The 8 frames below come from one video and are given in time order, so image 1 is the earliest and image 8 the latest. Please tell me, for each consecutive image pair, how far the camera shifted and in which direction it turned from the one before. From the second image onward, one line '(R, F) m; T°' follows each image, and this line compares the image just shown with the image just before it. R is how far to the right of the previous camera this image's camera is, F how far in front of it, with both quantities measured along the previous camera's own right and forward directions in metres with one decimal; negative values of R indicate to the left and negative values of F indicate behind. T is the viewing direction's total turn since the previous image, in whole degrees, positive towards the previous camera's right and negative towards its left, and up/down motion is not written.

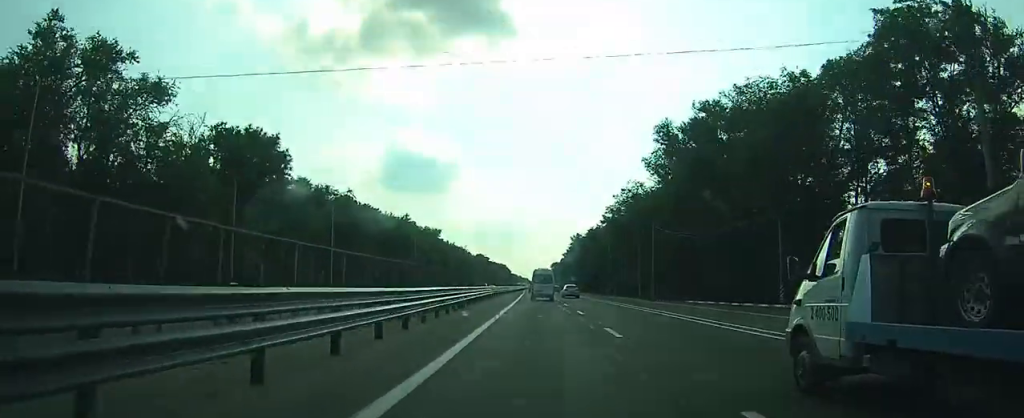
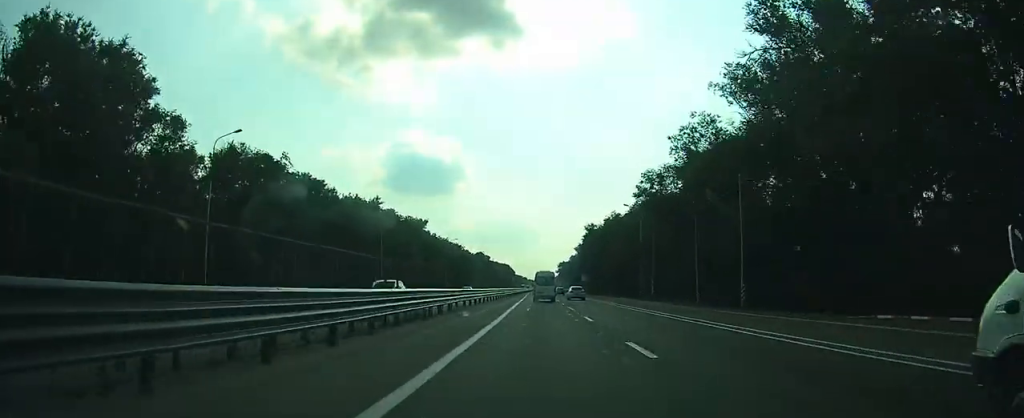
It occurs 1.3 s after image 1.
(-0.1, +27.6) m; 0°
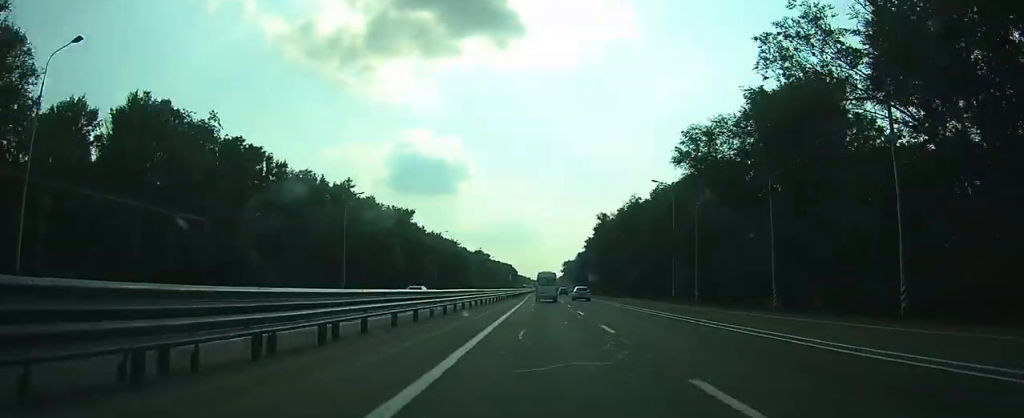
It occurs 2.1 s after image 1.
(+0.1, +17.1) m; 0°
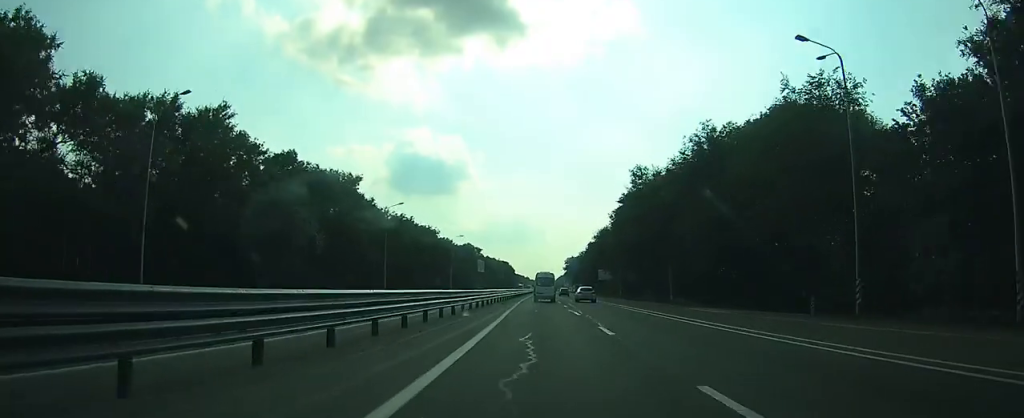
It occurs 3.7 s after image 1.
(-0.3, +34.9) m; 0°
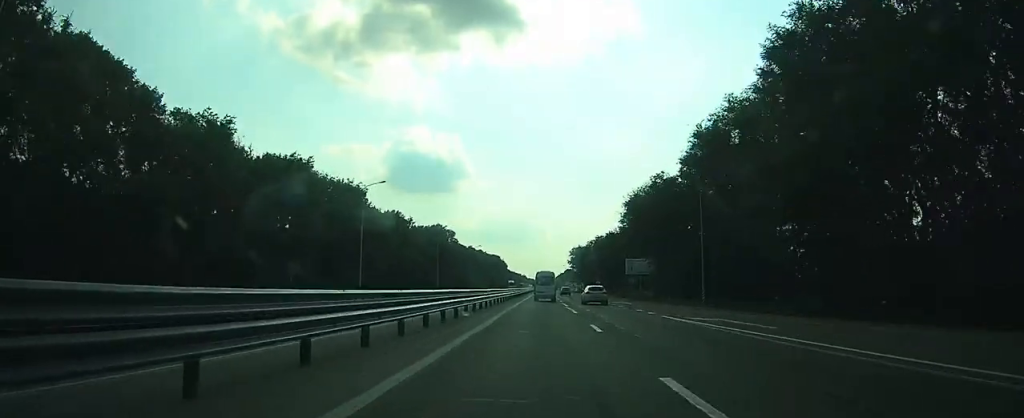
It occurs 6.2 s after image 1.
(+0.3, +57.6) m; 0°
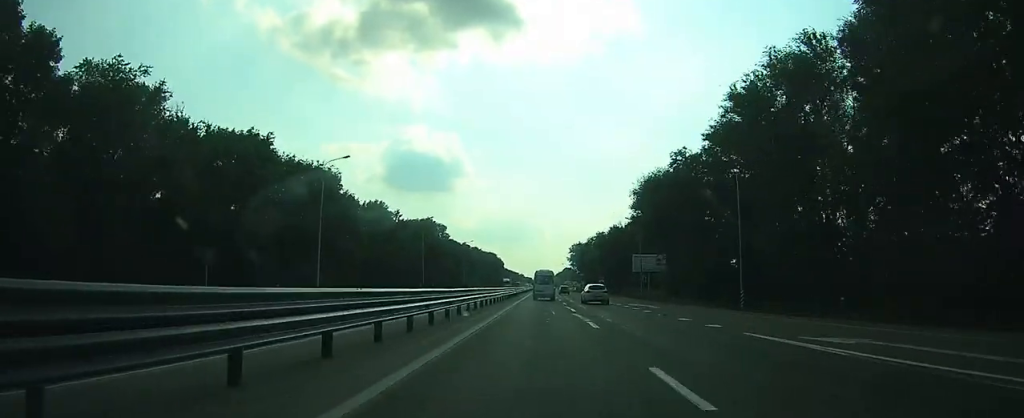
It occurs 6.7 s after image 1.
(0.0, +10.9) m; 0°
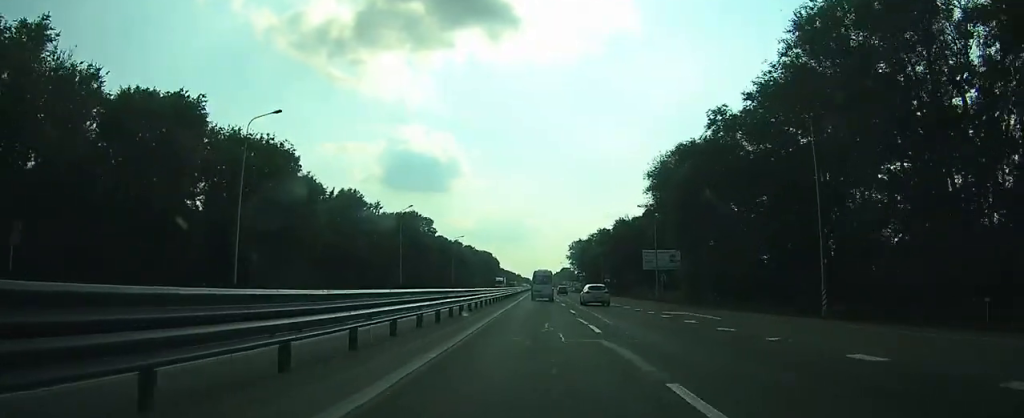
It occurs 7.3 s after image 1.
(0.0, +13.3) m; 0°
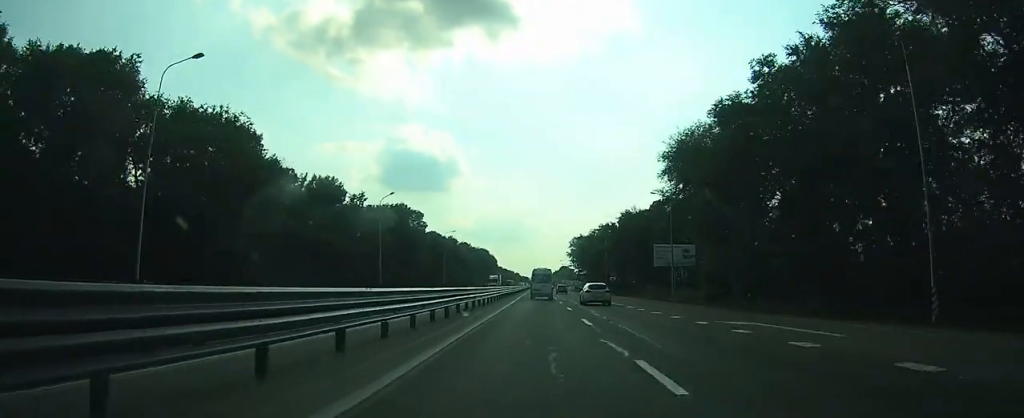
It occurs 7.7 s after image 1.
(0.0, +9.4) m; 0°
